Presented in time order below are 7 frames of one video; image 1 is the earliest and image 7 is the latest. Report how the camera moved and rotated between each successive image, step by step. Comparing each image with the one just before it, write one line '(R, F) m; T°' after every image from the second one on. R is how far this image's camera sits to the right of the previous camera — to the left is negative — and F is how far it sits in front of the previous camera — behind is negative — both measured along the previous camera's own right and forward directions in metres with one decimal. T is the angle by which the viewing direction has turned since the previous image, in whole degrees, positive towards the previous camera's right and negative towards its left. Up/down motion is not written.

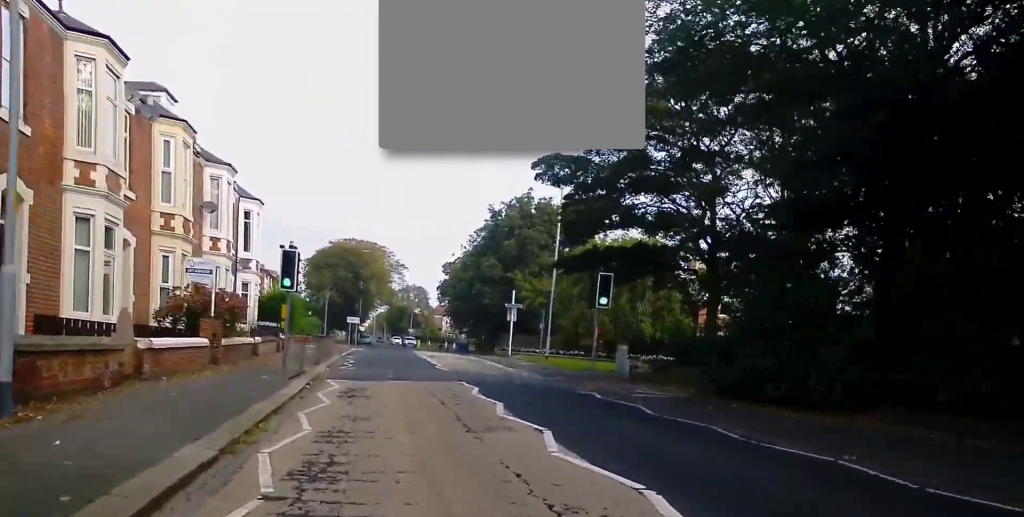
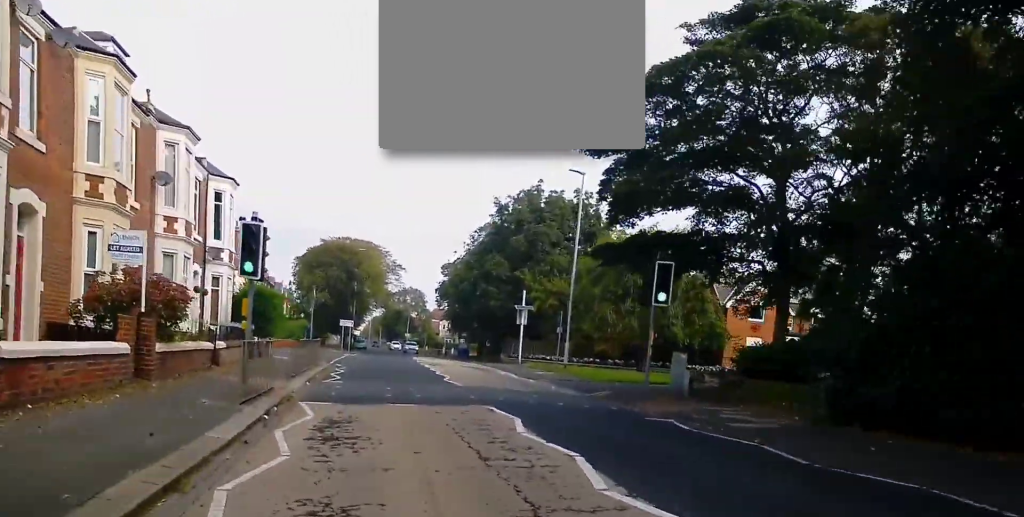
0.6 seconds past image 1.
(-0.1, +5.7) m; +1°
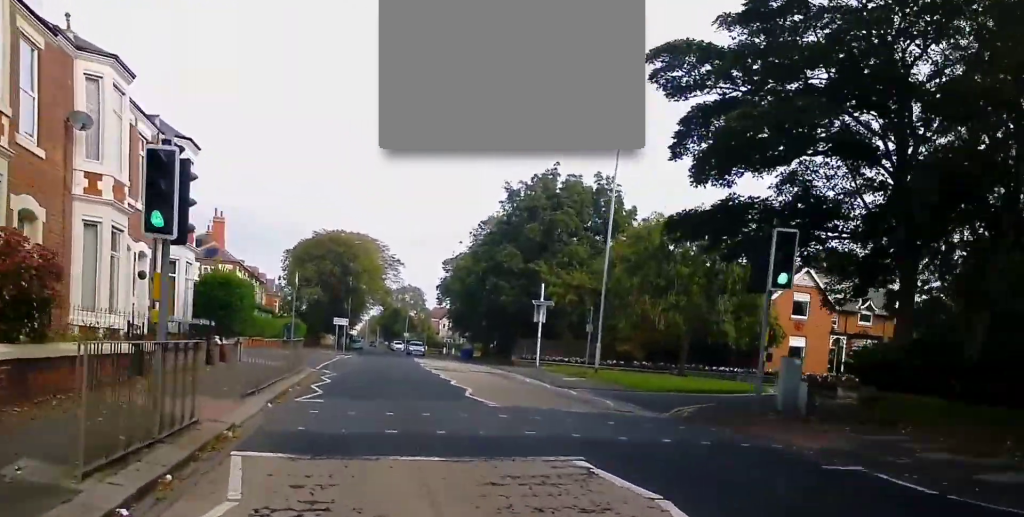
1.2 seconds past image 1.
(+0.2, +6.3) m; 0°
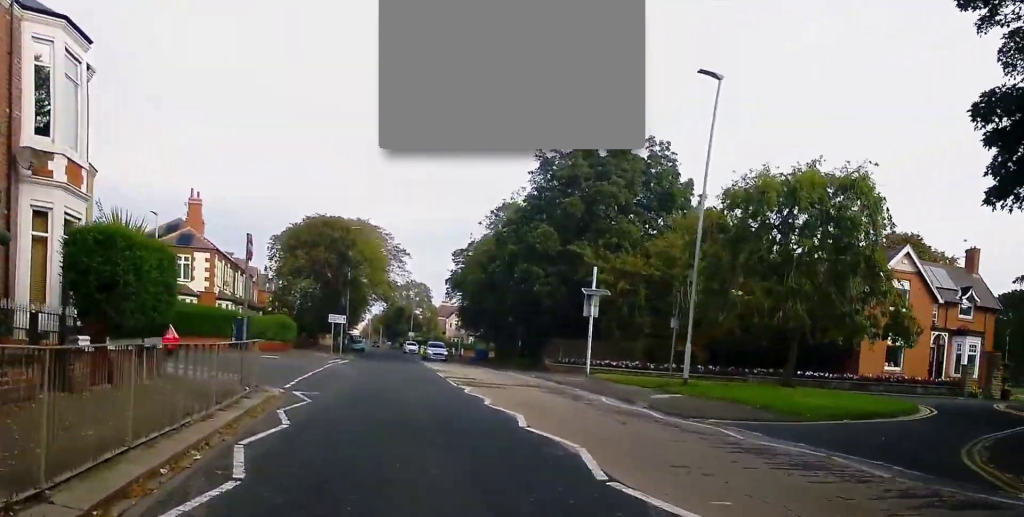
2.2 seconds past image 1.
(-0.1, +9.9) m; -1°
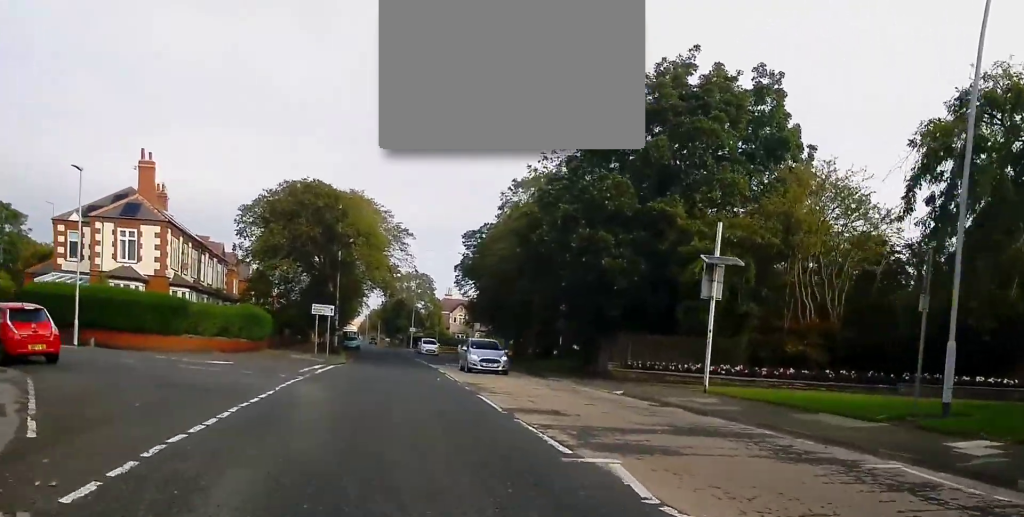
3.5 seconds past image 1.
(-0.1, +12.5) m; +1°
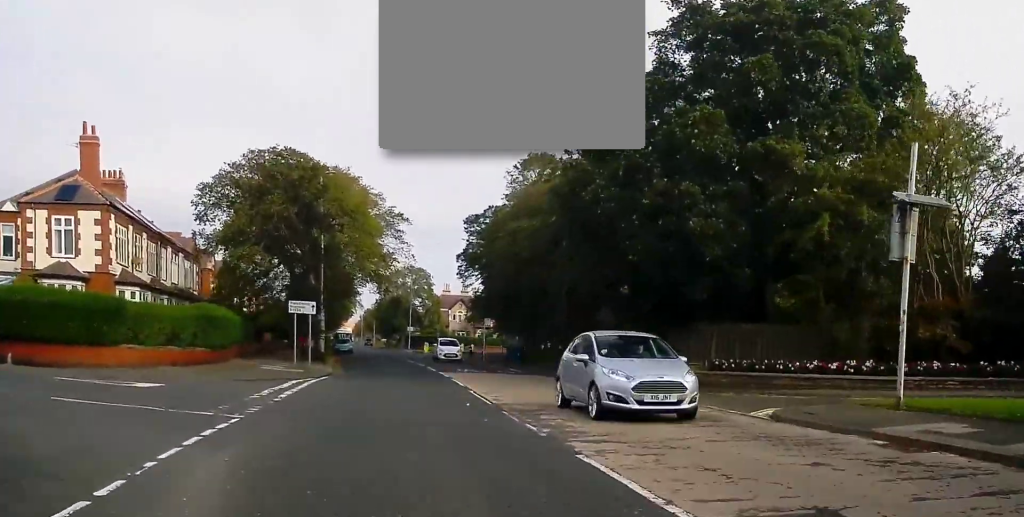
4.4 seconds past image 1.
(+0.3, +8.7) m; +2°
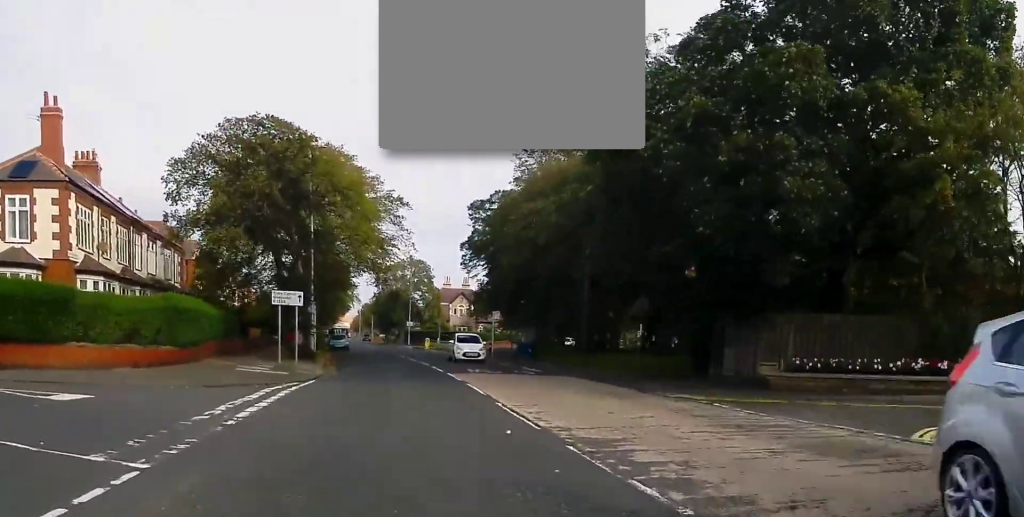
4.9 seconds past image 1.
(0.0, +5.0) m; 0°
